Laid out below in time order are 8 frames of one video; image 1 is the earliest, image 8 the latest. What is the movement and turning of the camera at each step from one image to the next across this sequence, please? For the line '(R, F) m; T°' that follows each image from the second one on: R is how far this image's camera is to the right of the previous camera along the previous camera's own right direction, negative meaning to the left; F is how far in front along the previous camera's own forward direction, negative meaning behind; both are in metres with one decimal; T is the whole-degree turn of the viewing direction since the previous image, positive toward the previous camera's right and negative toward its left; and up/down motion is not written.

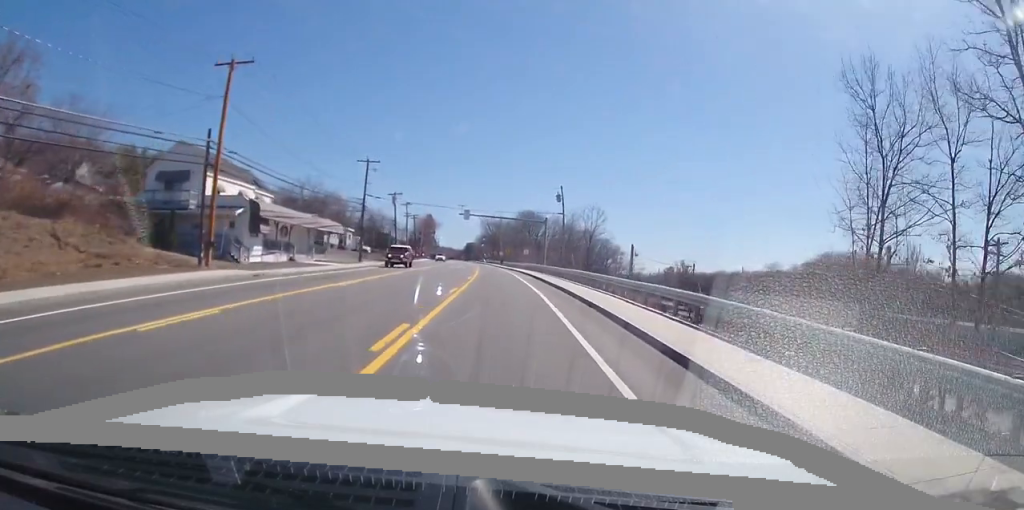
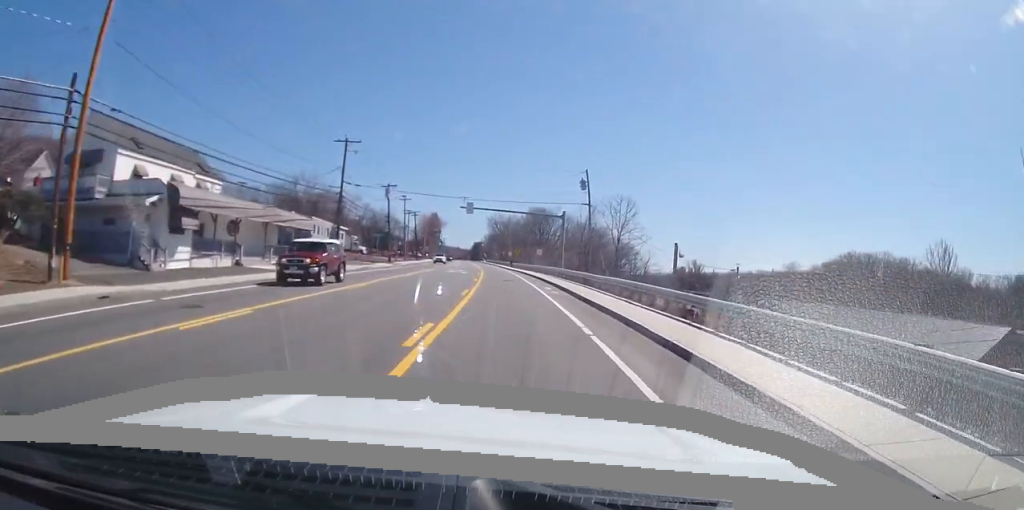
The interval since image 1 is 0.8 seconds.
(-0.1, +11.3) m; 0°
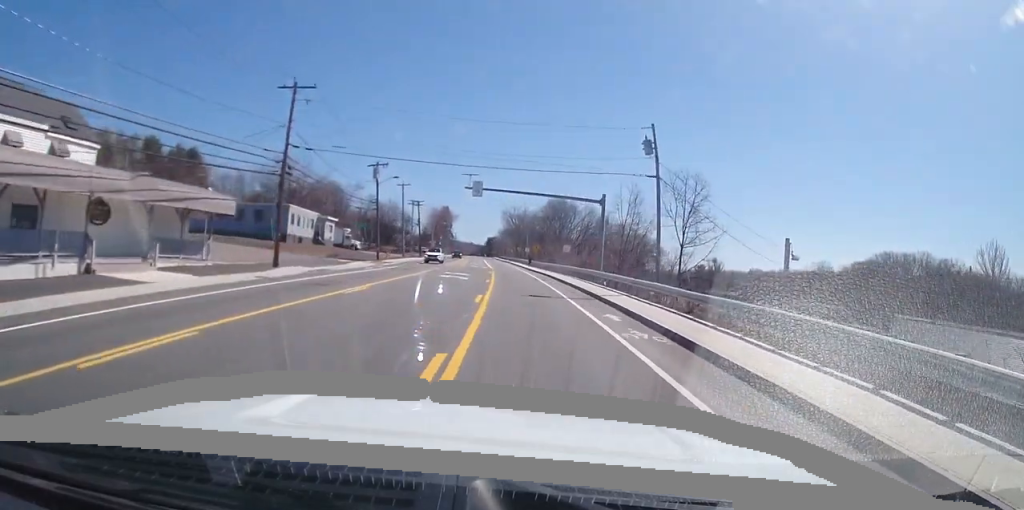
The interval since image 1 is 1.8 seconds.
(+0.1, +15.5) m; +1°
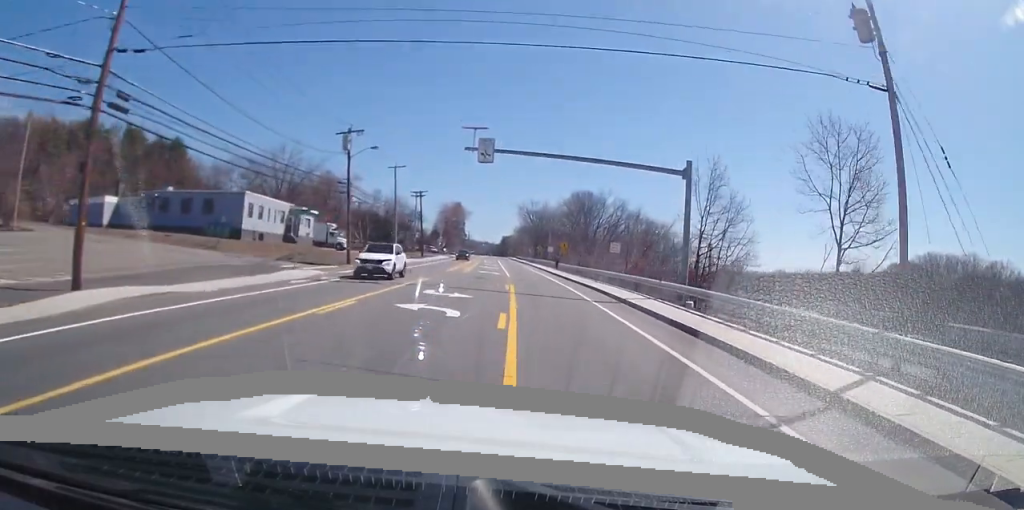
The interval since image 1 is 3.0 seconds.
(-0.2, +17.3) m; -3°
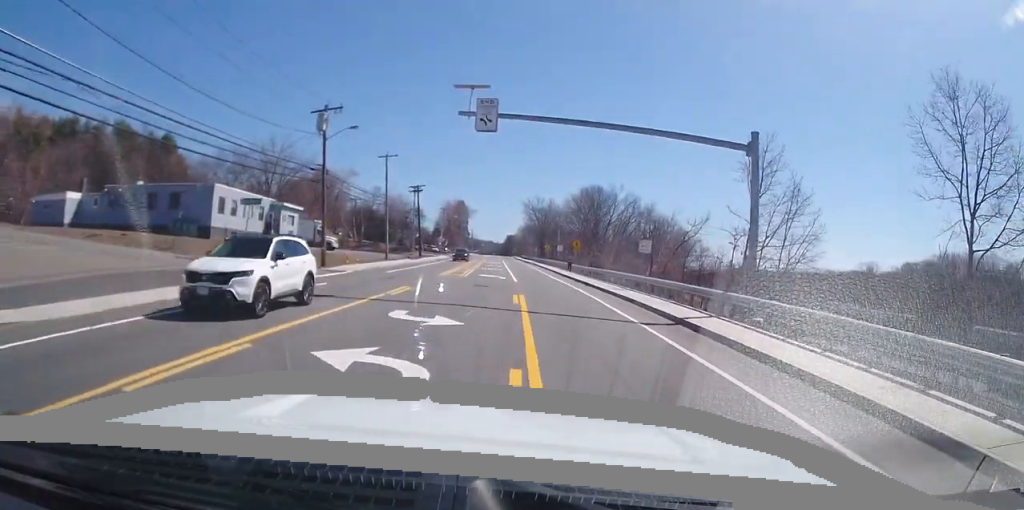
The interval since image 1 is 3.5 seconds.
(-0.2, +7.1) m; -1°
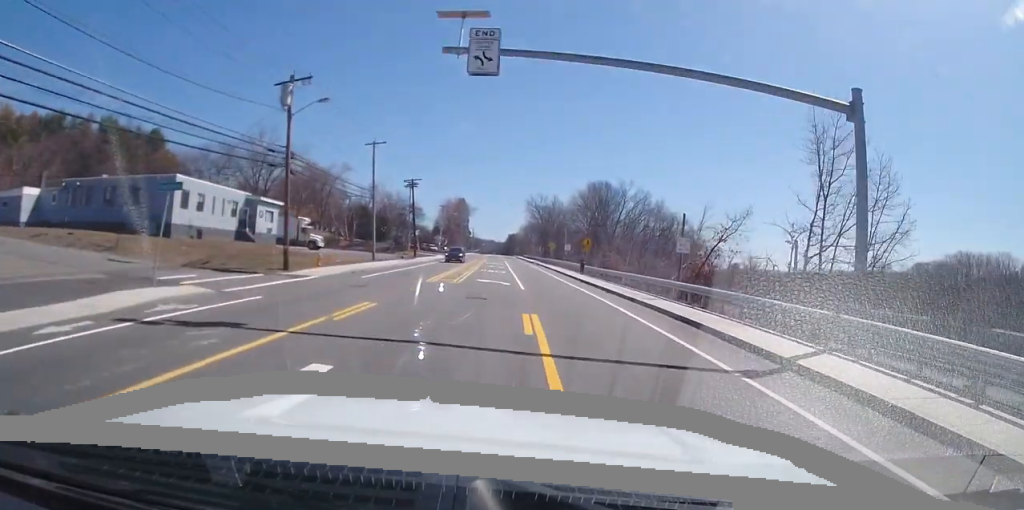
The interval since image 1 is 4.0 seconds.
(0.0, +6.5) m; 0°
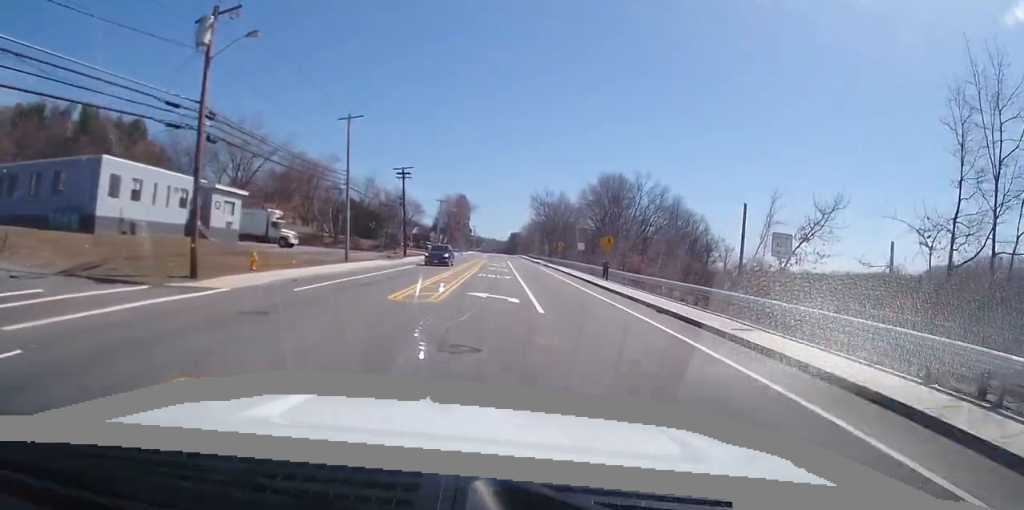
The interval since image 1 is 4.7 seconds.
(0.0, +9.4) m; 0°
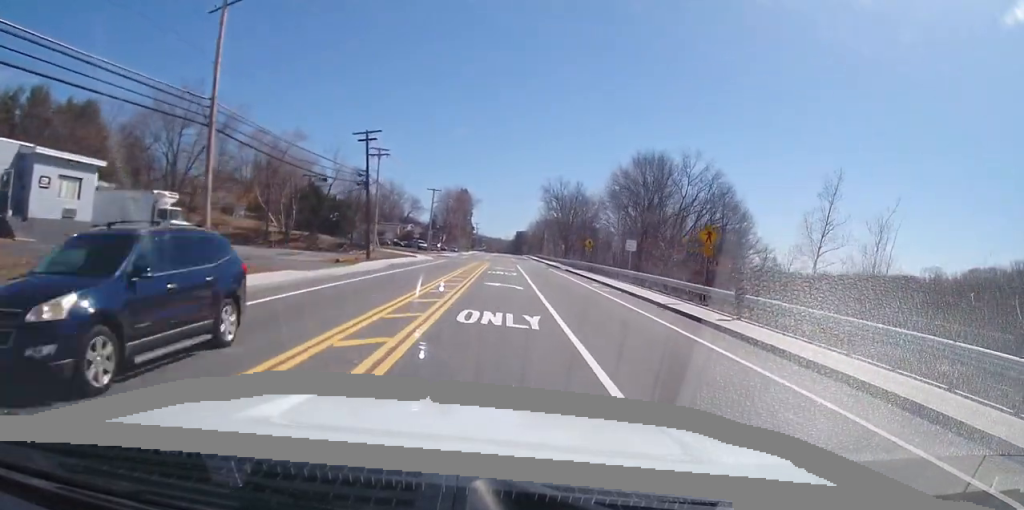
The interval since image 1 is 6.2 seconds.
(+0.1, +20.8) m; 0°
